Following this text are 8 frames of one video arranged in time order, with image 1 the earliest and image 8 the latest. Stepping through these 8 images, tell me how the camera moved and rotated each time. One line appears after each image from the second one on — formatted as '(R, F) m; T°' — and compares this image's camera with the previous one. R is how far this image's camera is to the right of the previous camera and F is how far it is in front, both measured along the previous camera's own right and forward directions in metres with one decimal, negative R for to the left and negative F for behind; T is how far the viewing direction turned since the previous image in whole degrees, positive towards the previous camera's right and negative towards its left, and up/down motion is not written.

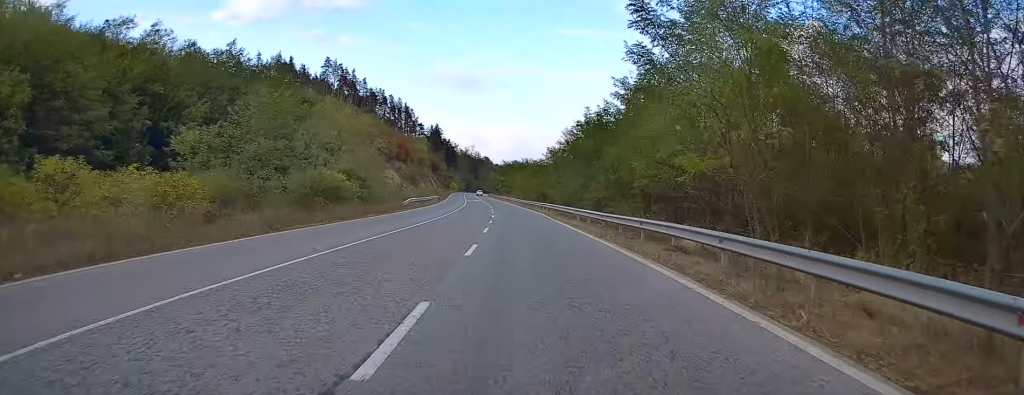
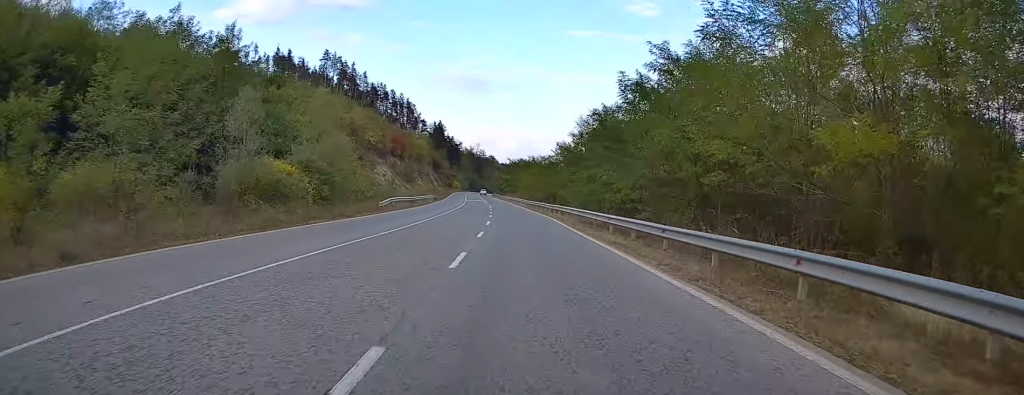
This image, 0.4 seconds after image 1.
(0.0, +11.5) m; -1°
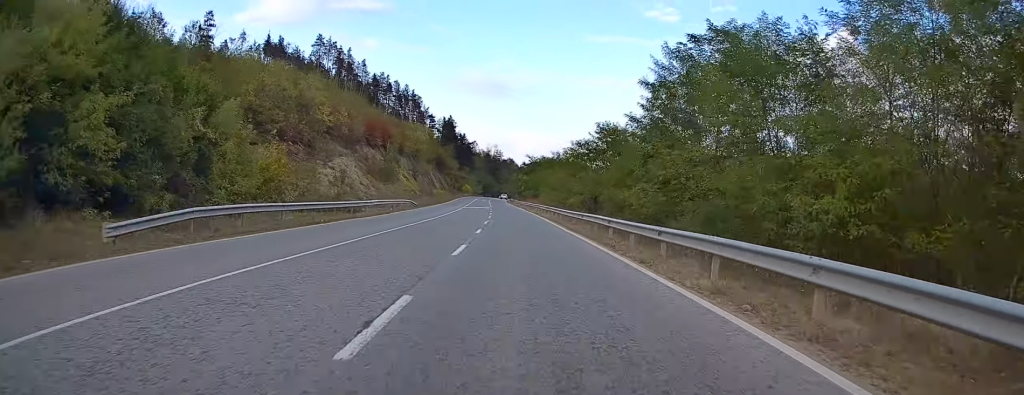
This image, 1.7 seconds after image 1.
(-0.6, +33.5) m; -2°
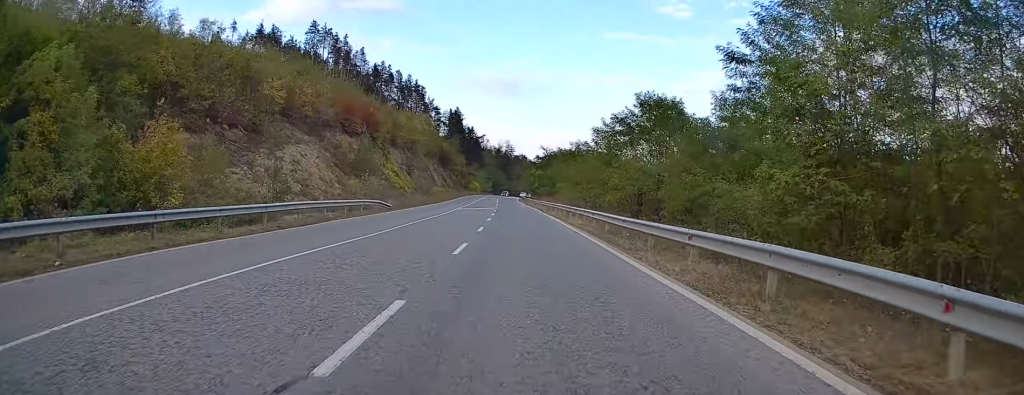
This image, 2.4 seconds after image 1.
(-0.2, +18.5) m; -1°
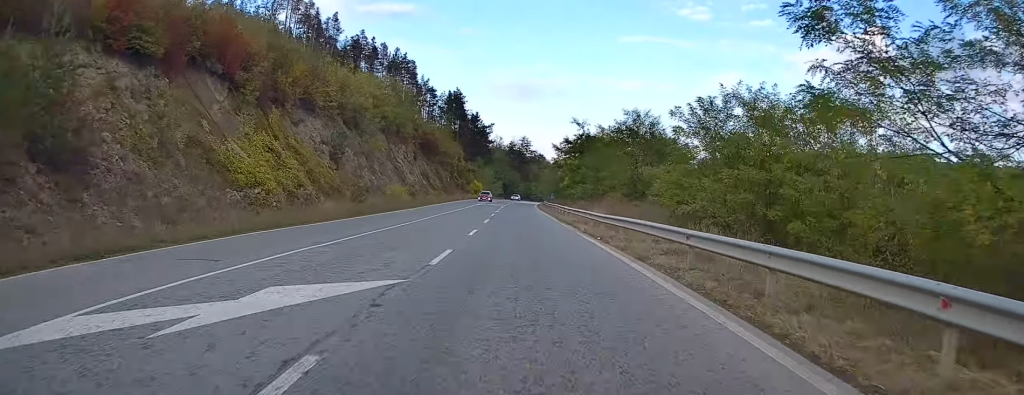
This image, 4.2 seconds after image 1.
(-1.0, +48.1) m; -2°
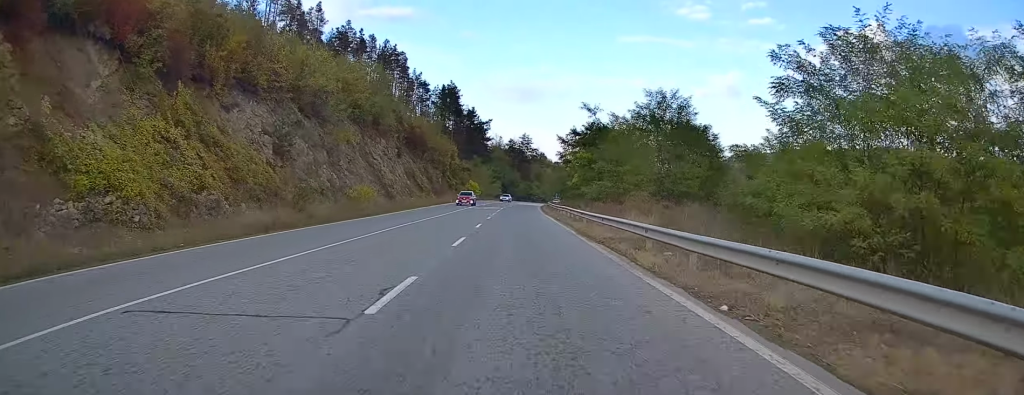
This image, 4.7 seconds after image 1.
(+0.1, +13.1) m; 0°
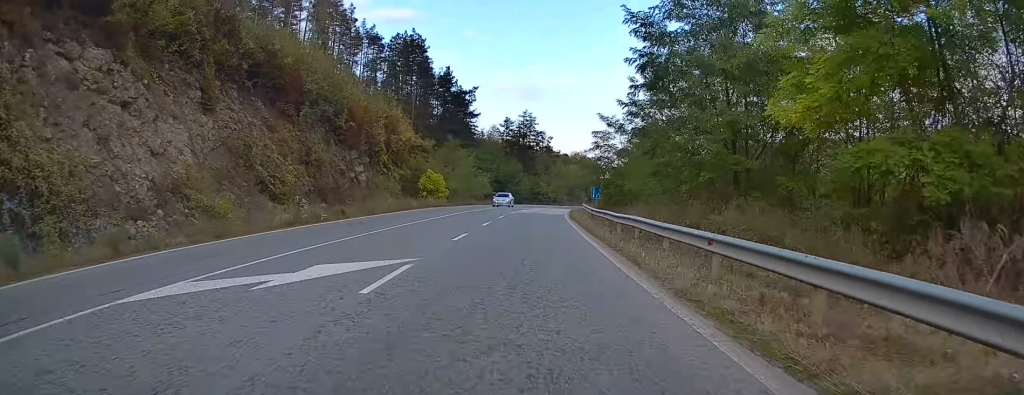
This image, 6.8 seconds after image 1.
(-0.3, +53.3) m; 0°
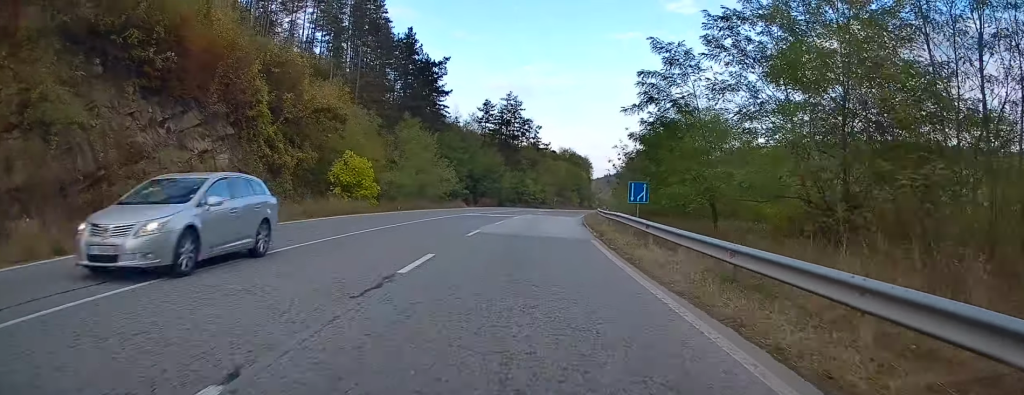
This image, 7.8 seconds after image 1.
(+0.1, +25.4) m; +1°
